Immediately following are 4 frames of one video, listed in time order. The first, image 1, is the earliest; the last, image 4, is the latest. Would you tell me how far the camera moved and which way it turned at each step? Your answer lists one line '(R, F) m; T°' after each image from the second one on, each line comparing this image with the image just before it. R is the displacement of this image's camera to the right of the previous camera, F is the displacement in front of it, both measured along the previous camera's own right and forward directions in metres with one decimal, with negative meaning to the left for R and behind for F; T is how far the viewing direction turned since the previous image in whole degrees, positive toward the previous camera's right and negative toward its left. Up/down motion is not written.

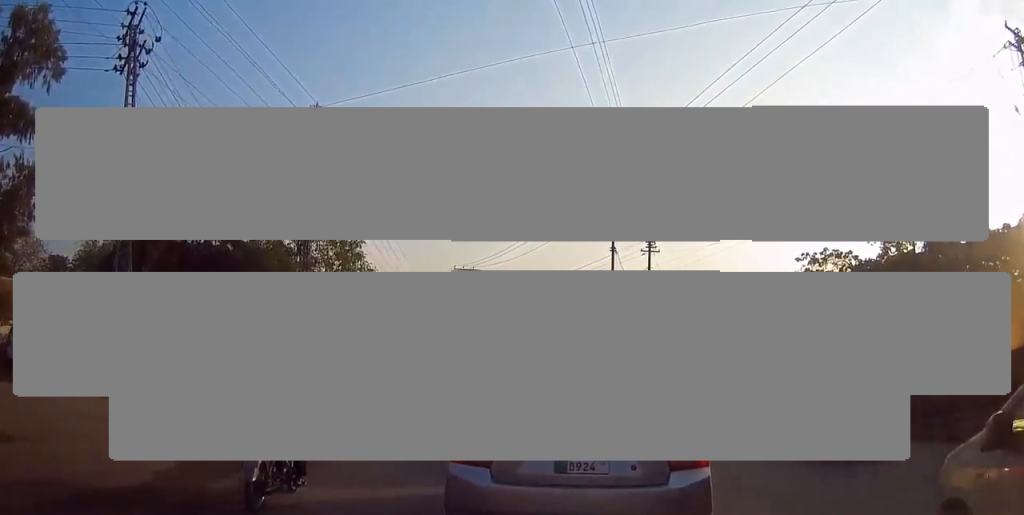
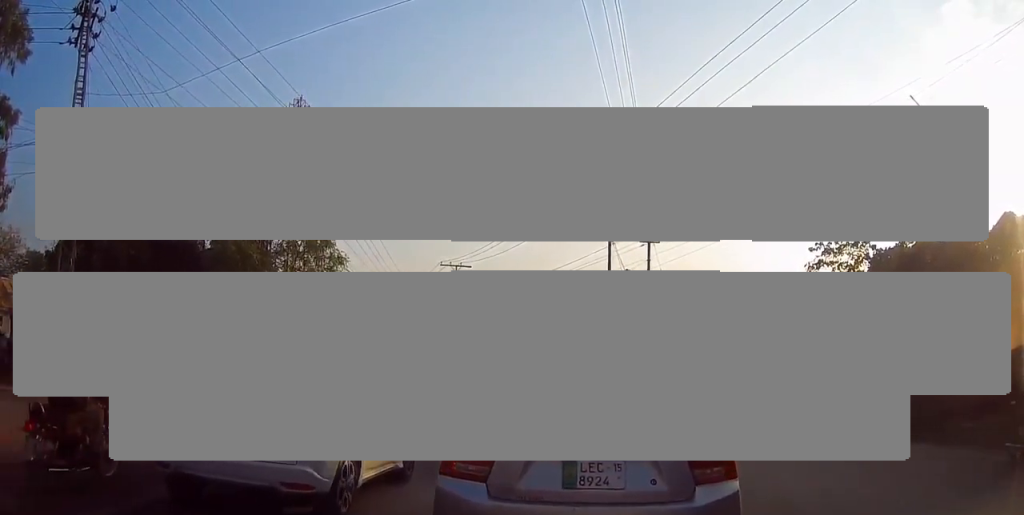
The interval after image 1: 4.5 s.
(0.0, +1.5) m; 0°
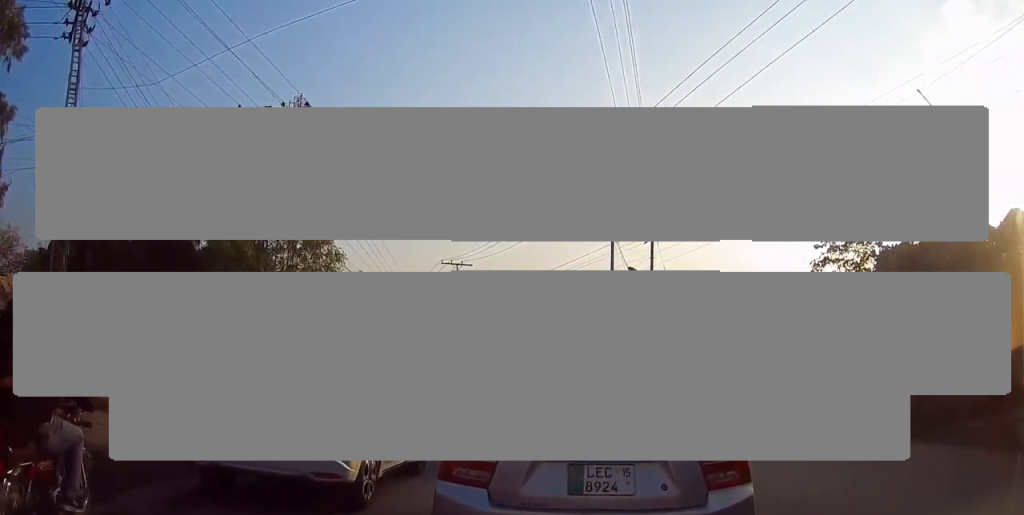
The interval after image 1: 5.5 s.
(0.0, +0.2) m; 0°
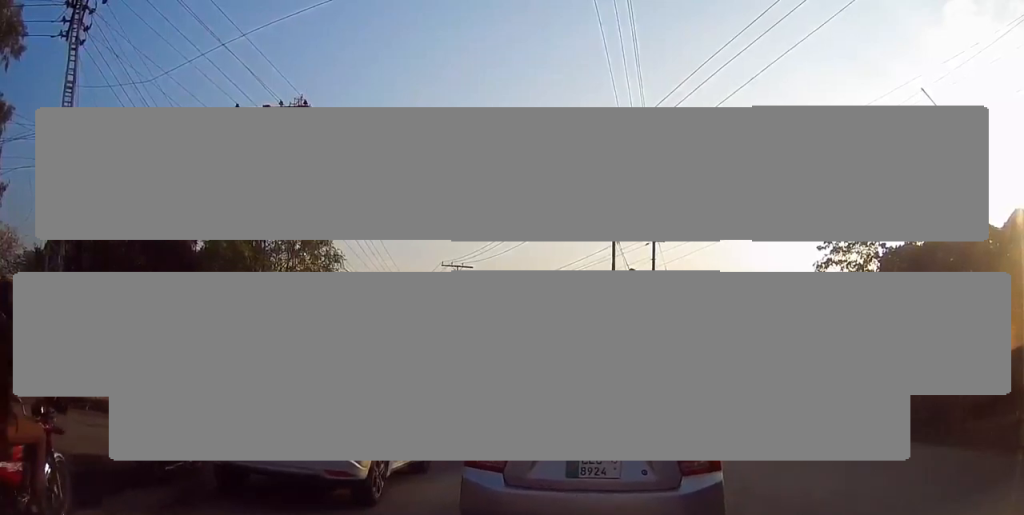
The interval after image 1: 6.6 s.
(0.0, +0.9) m; 0°
